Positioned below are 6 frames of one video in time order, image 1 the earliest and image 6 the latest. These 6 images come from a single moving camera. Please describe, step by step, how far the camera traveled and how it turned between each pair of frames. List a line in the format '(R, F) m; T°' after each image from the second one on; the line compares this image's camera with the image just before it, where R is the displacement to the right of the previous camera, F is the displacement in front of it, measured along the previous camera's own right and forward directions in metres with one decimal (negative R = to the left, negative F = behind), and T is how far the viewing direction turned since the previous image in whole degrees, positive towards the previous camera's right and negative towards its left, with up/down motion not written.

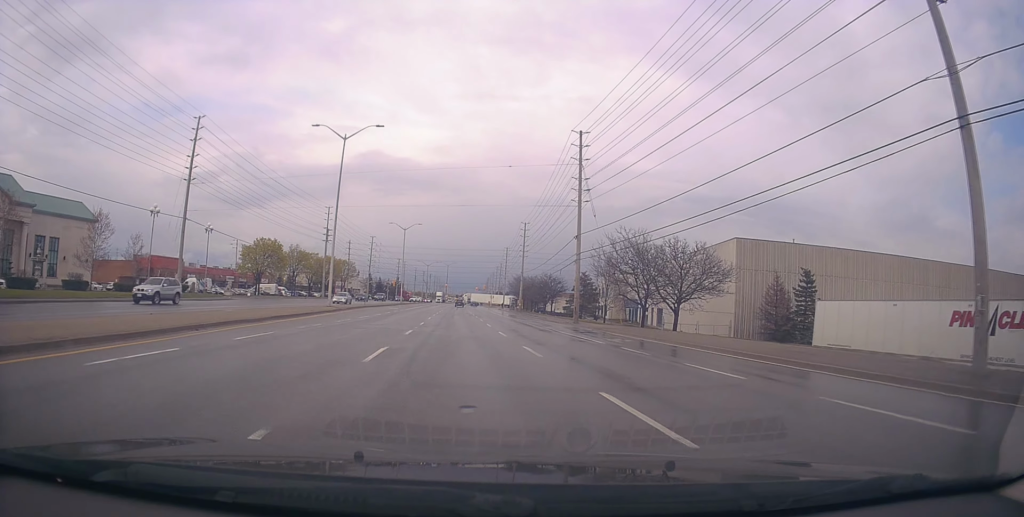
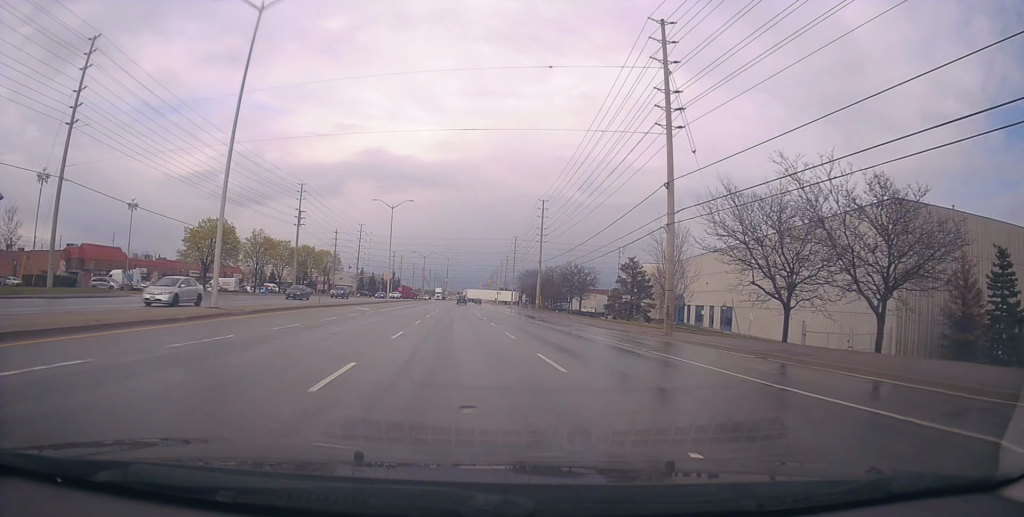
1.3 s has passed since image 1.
(+0.6, +21.4) m; +1°
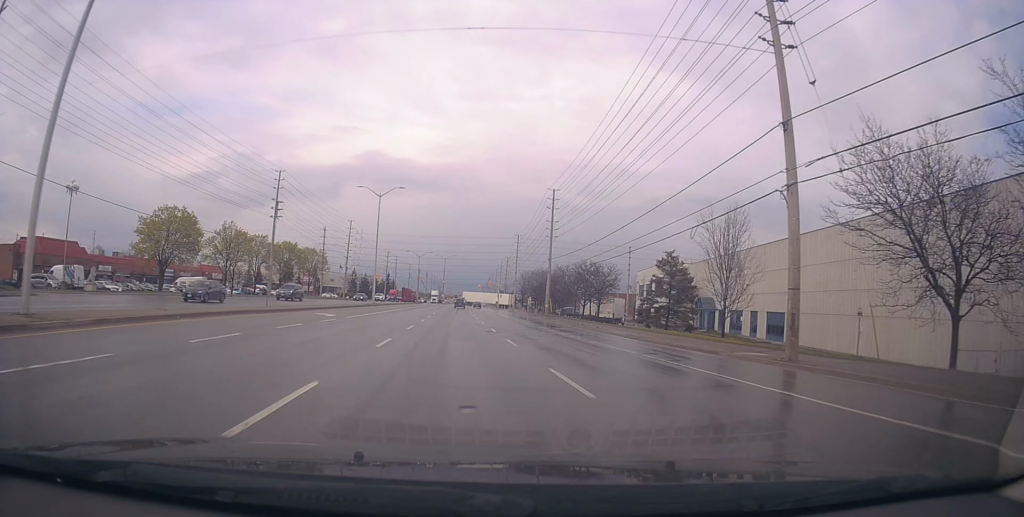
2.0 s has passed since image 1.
(-0.3, +11.5) m; -1°
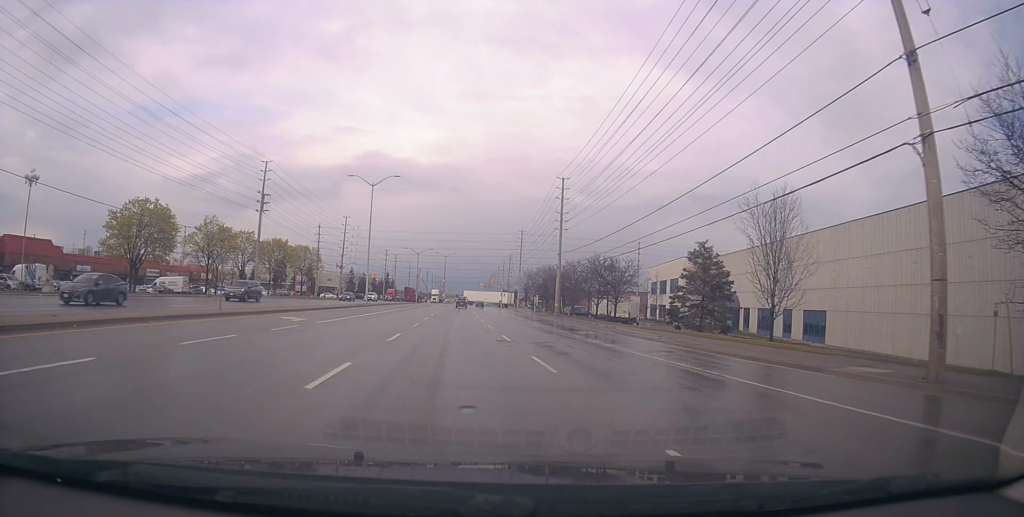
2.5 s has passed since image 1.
(-0.1, +7.0) m; -1°
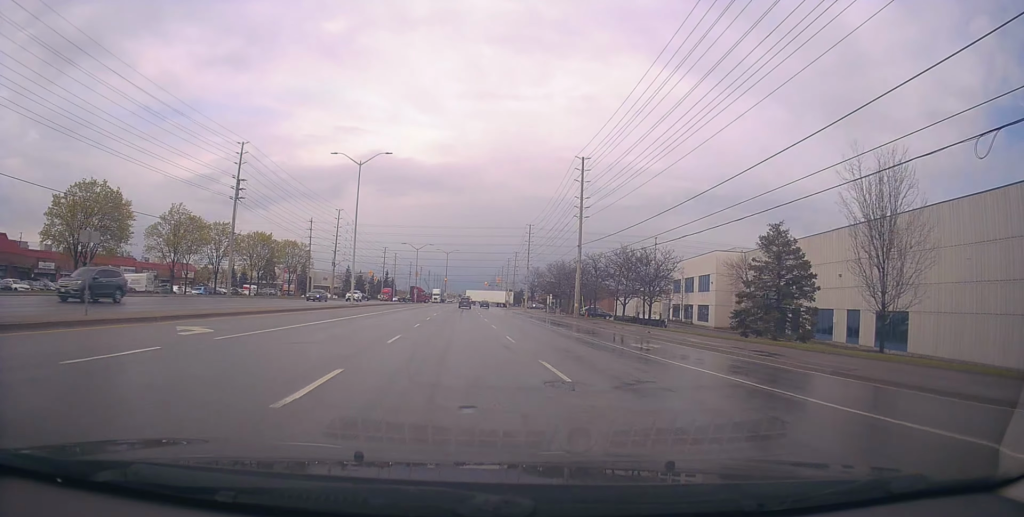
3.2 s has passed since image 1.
(0.0, +10.3) m; 0°
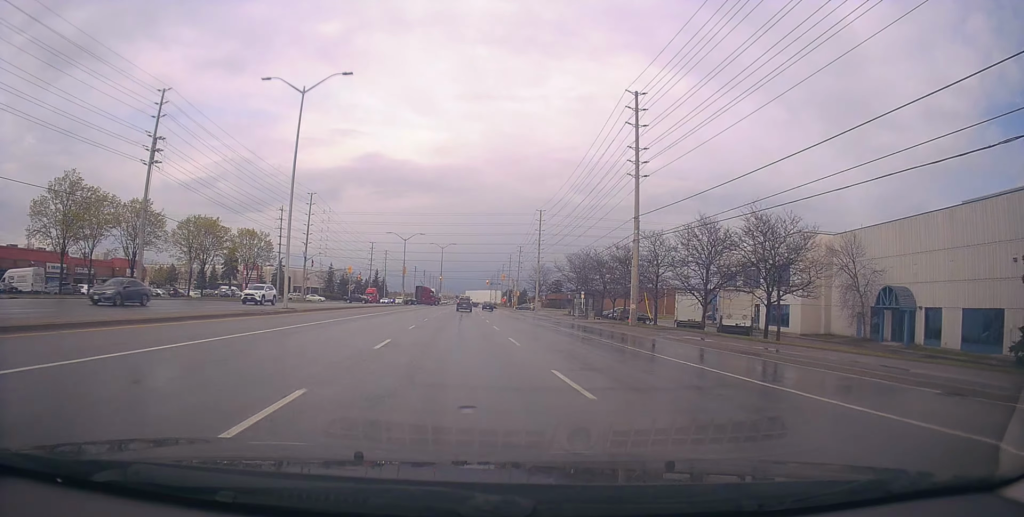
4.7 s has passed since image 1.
(0.0, +20.8) m; 0°
